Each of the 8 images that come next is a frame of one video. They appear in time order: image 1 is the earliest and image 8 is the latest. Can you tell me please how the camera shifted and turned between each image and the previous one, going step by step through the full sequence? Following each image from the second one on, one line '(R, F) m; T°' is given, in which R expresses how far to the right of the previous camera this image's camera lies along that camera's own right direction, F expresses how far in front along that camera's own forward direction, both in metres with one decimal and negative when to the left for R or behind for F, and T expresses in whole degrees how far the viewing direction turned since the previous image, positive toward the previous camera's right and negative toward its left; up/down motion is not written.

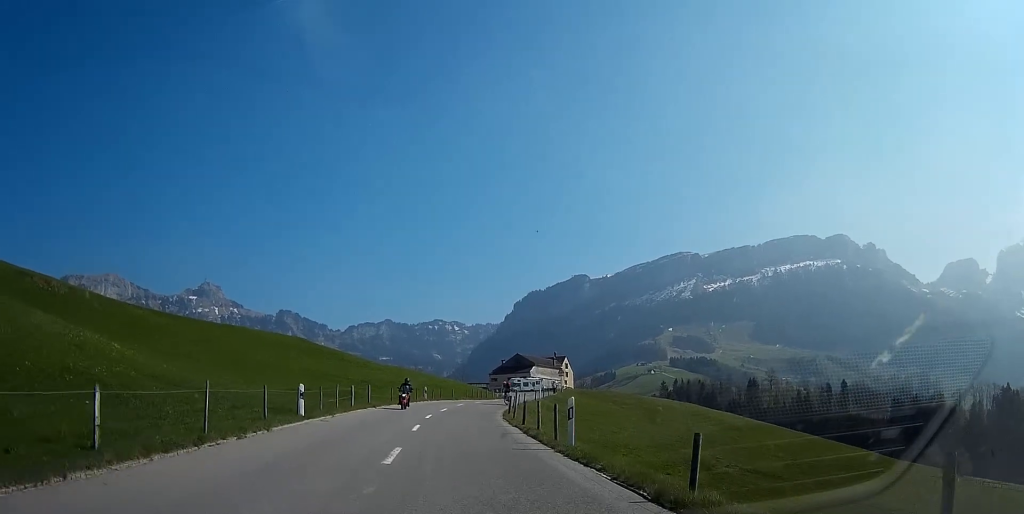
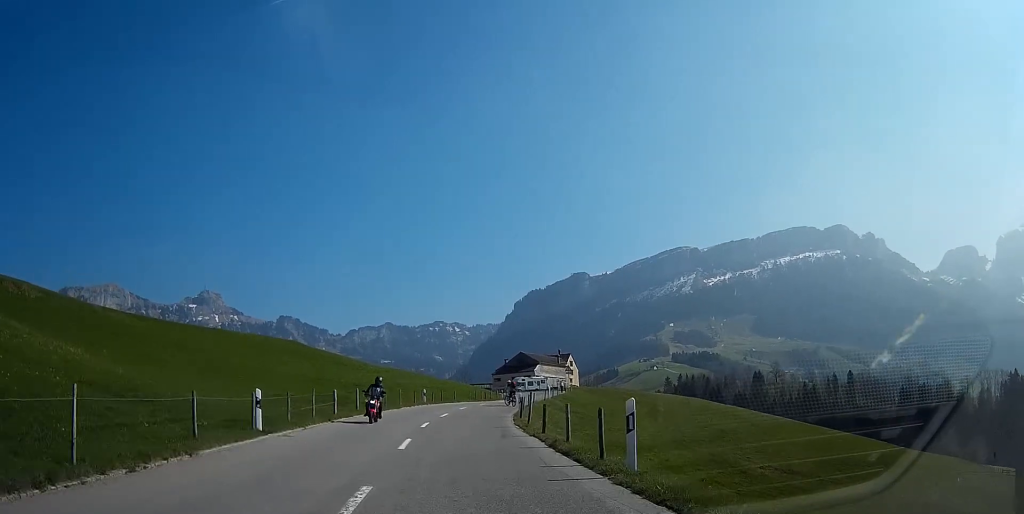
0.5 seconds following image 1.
(0.0, +5.1) m; 0°
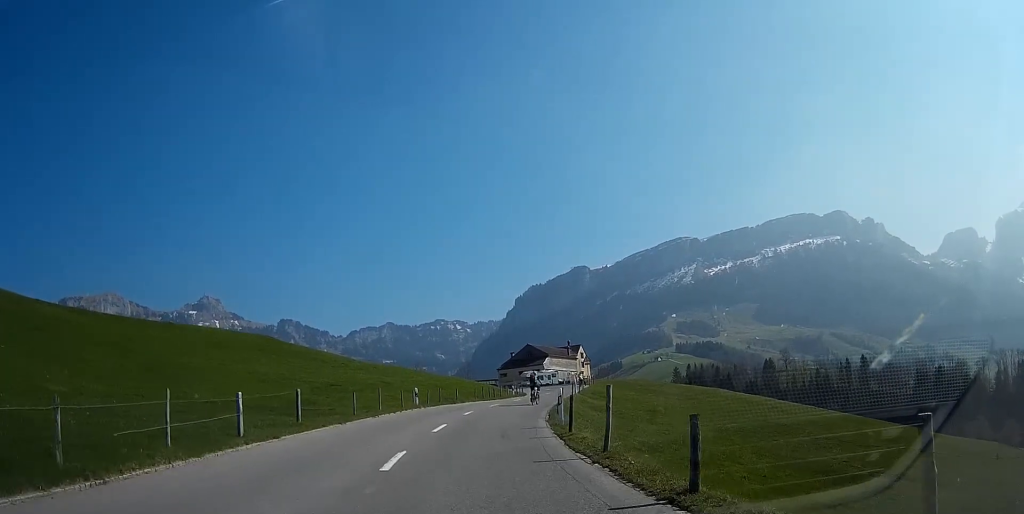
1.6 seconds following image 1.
(0.0, +12.5) m; 0°
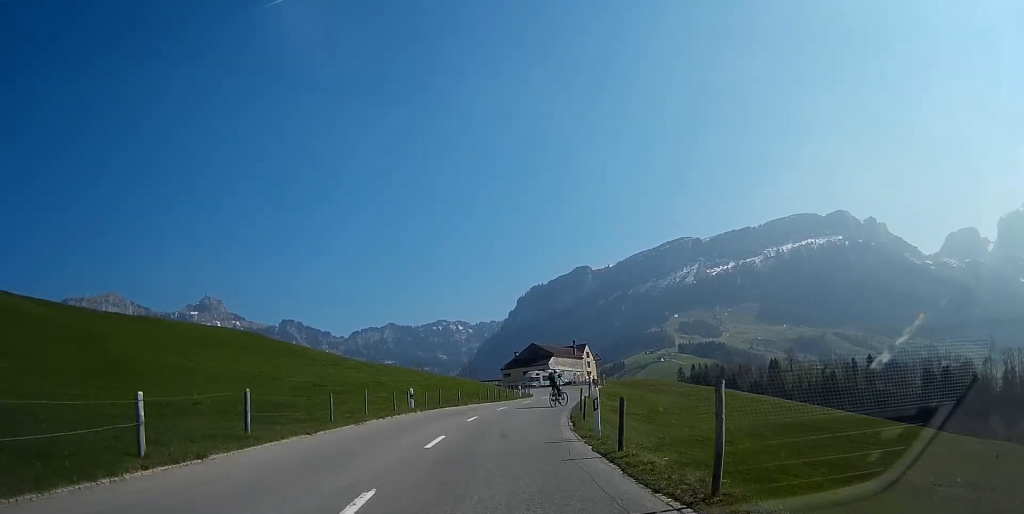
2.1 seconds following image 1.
(0.0, +5.3) m; 0°
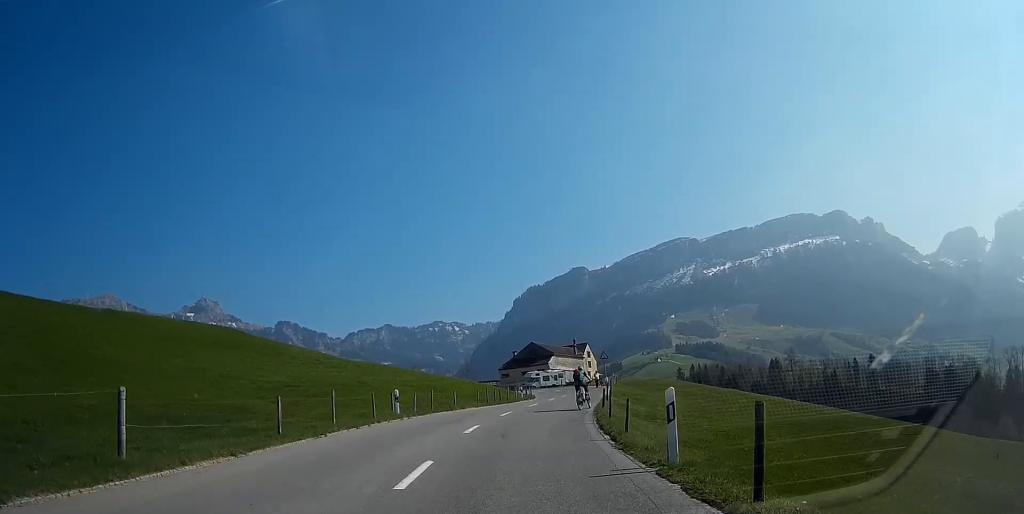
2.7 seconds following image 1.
(0.0, +6.0) m; 0°
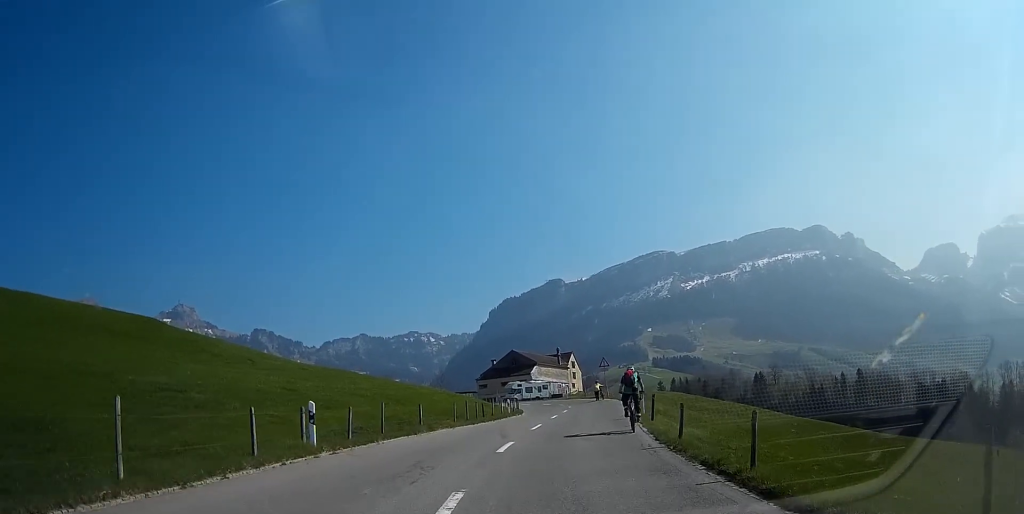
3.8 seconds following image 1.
(+0.1, +11.9) m; +3°
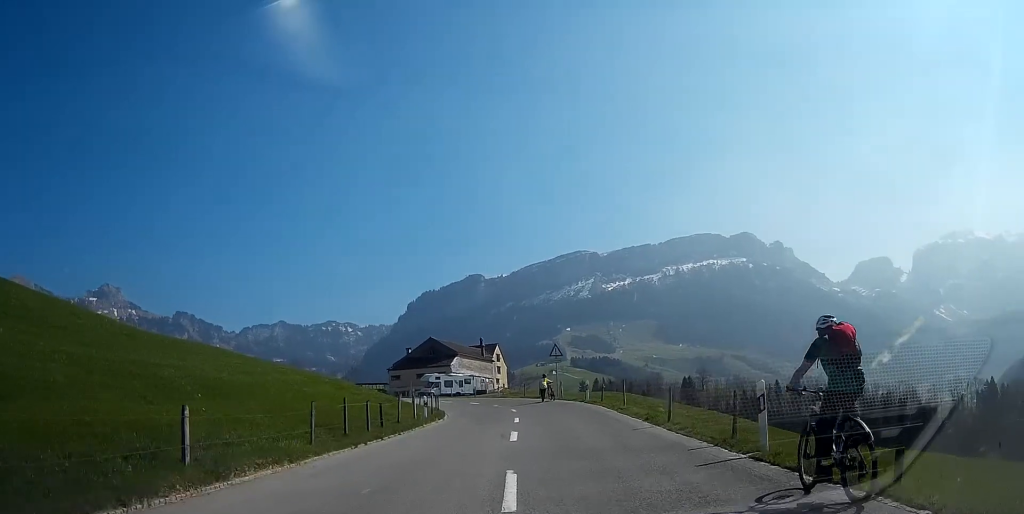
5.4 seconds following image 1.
(+0.8, +16.2) m; +7°
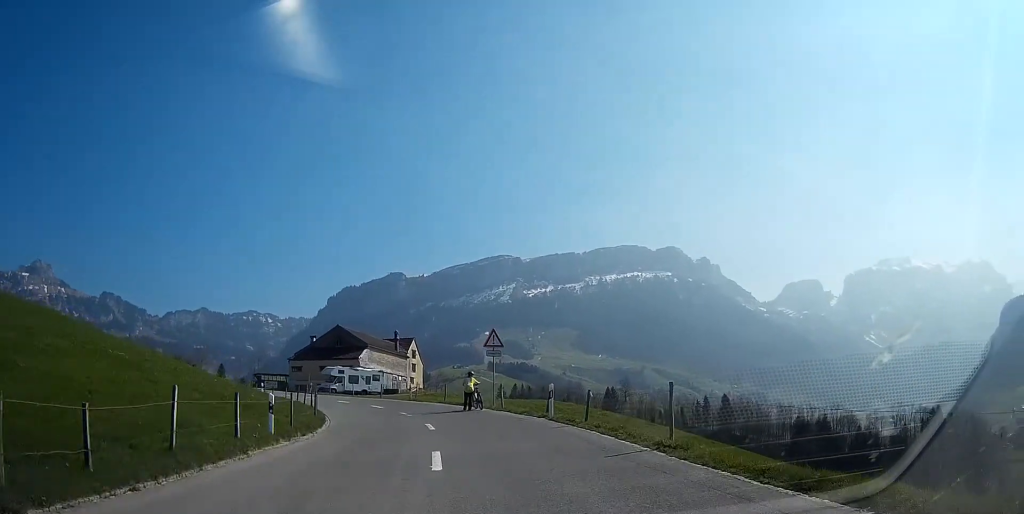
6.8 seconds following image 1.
(+0.8, +13.9) m; +4°
